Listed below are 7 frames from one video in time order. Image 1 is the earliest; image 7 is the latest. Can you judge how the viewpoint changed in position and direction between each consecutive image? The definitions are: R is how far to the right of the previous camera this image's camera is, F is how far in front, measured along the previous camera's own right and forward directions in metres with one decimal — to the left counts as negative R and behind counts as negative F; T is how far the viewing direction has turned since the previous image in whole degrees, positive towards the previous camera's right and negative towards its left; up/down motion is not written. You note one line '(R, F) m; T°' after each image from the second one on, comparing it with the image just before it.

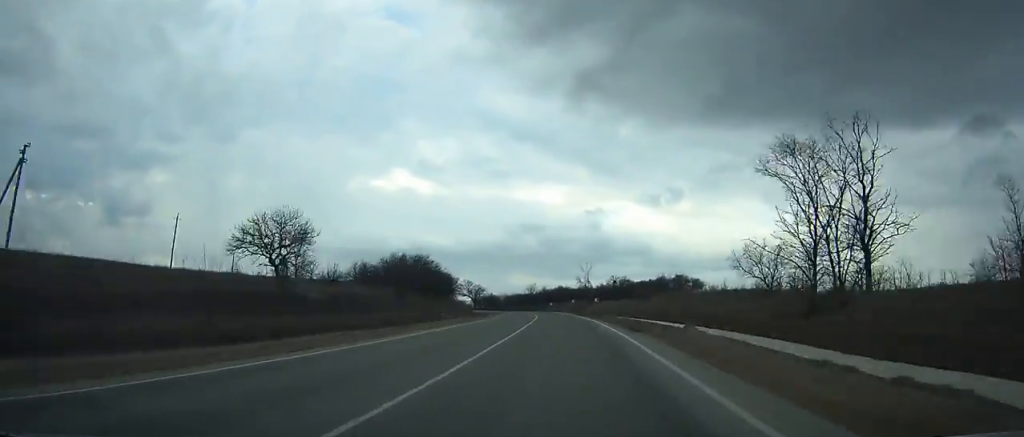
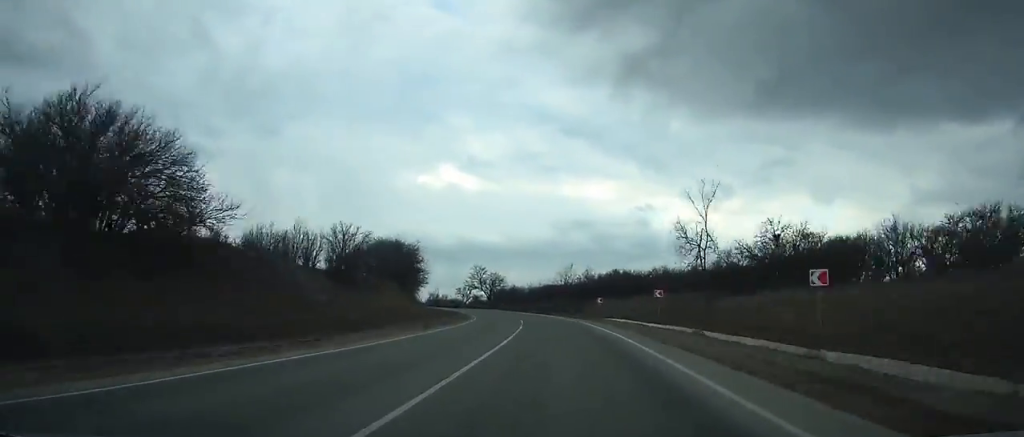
(-2.6, +70.4) m; -6°
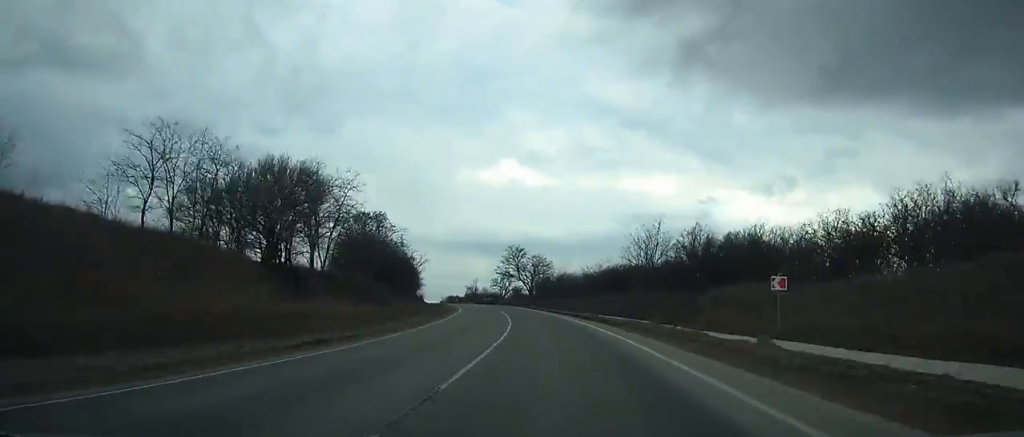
(-0.8, +46.1) m; -5°
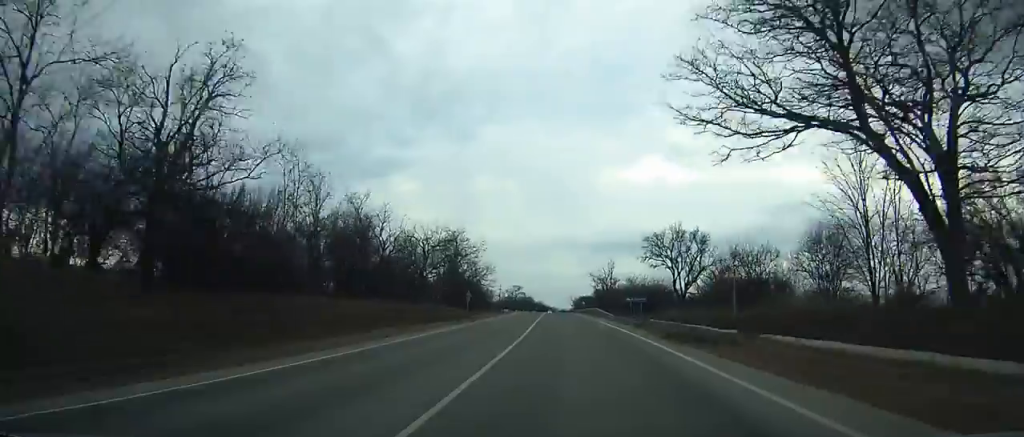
(-12.4, +102.0) m; -10°
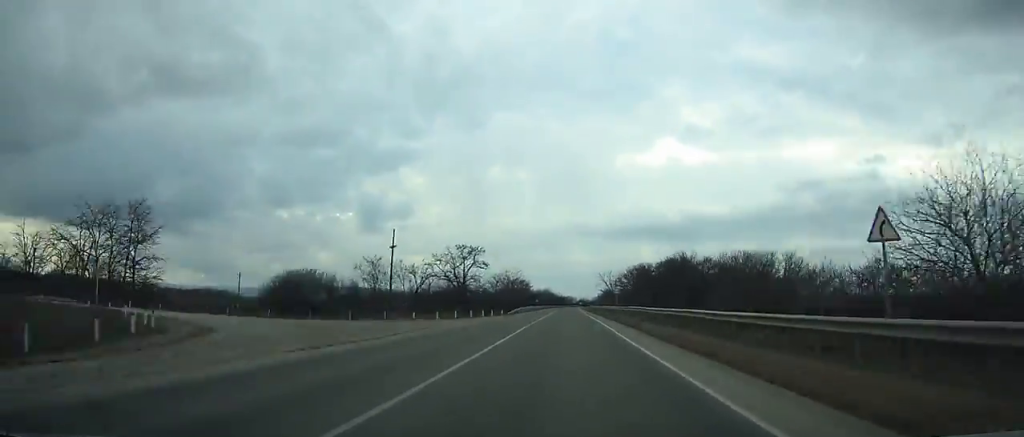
(-4.9, +128.4) m; -3°
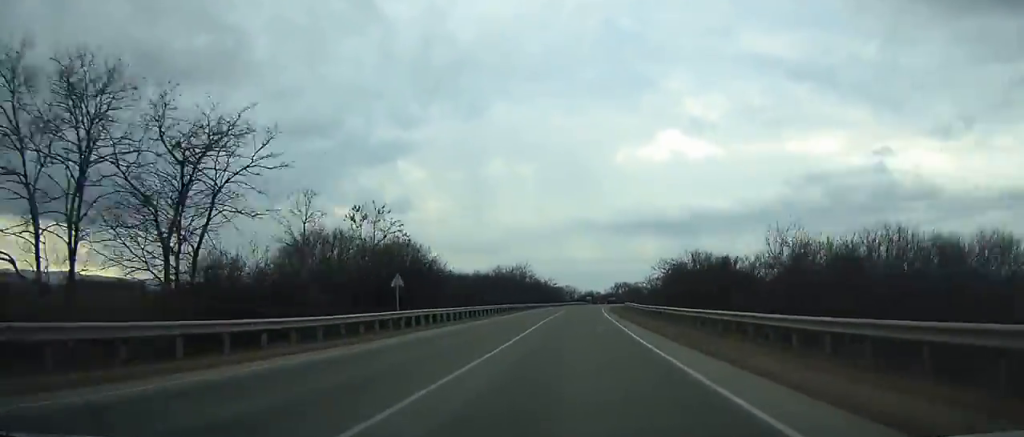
(+0.4, +124.7) m; +2°
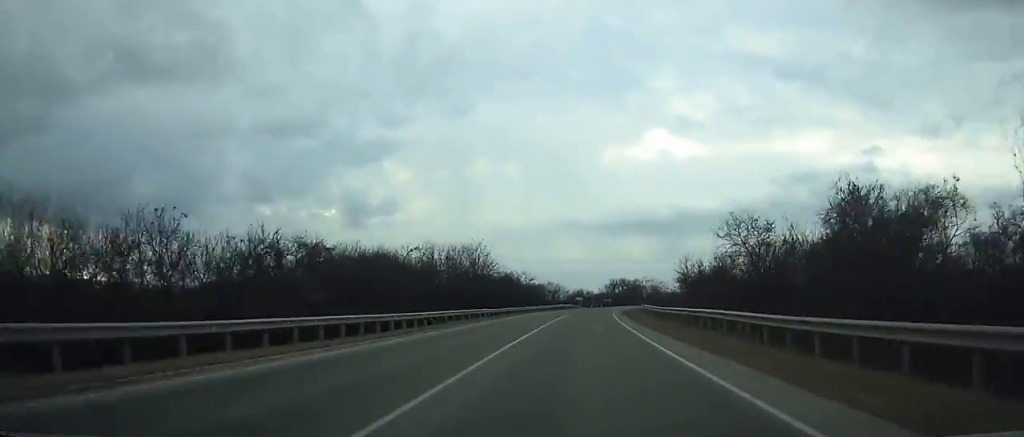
(+0.2, +42.2) m; +2°
